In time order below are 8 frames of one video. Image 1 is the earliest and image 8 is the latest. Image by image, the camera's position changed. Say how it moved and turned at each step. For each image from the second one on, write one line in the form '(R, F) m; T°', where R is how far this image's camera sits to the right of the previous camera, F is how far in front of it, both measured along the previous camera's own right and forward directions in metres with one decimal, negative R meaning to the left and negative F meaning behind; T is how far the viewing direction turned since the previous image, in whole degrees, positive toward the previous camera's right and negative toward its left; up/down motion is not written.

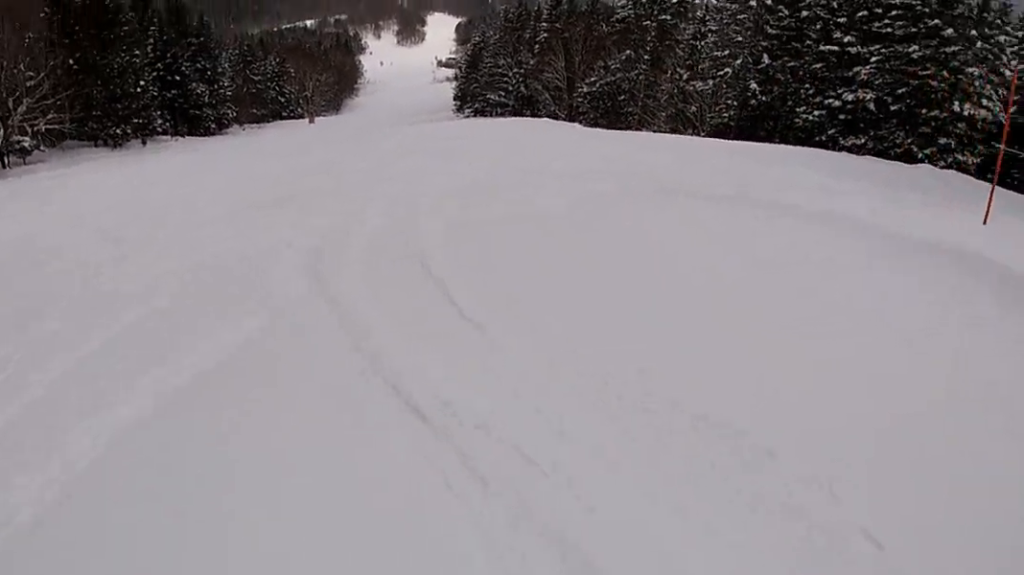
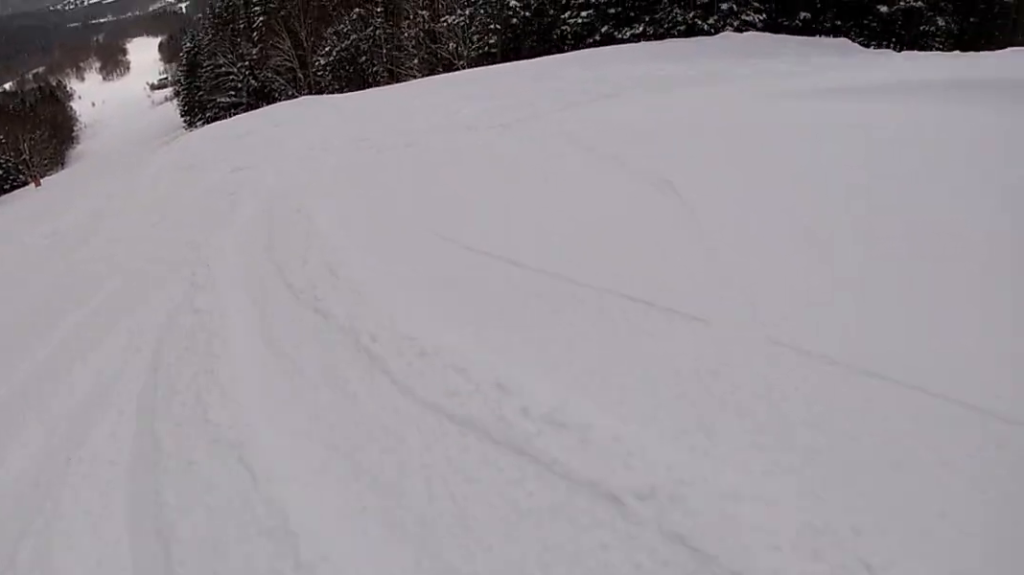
(+0.1, +6.6) m; +14°
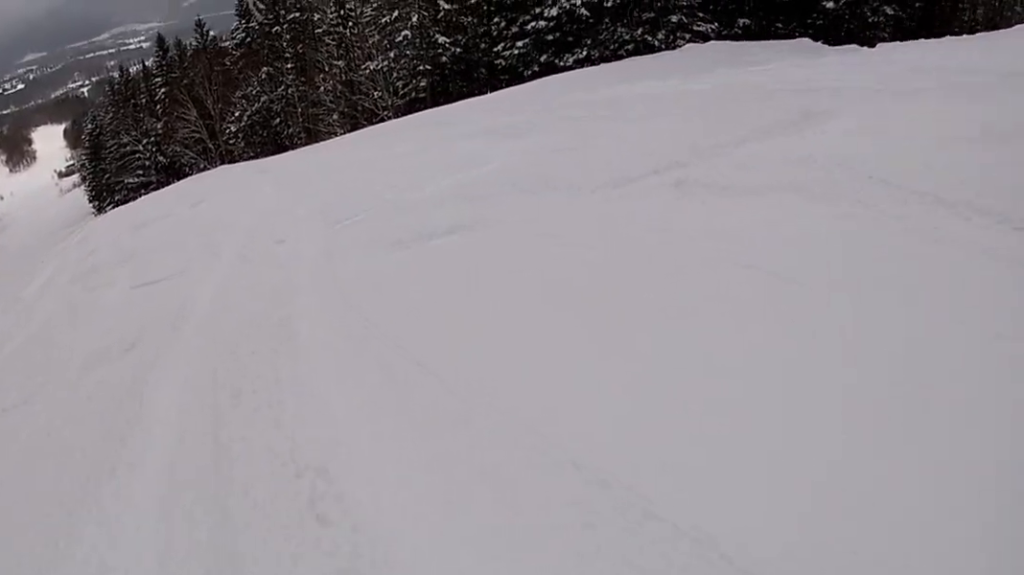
(+1.0, +4.9) m; +4°
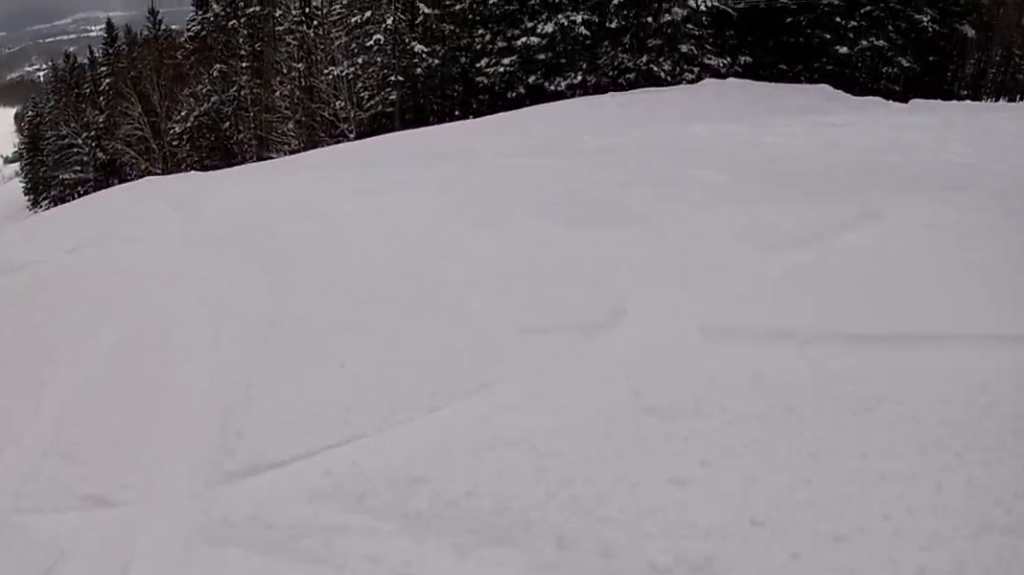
(+0.2, +5.0) m; -8°
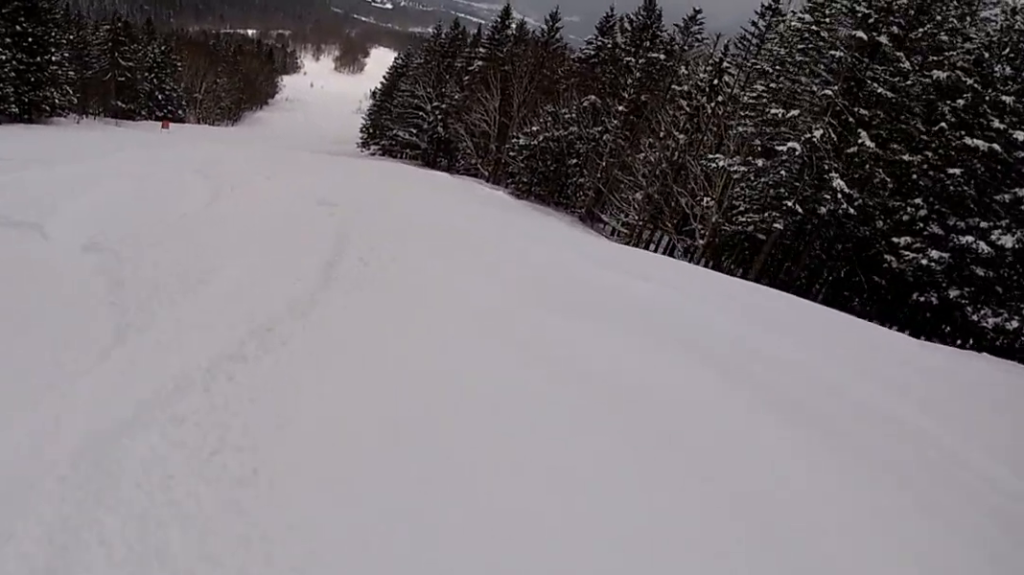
(-1.7, +6.8) m; -28°
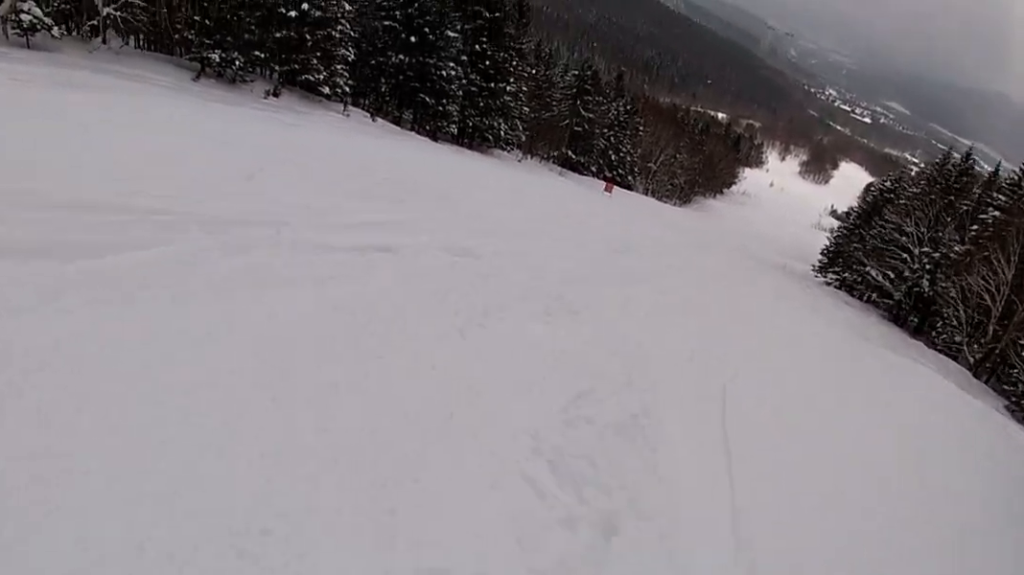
(-2.3, +7.3) m; -40°
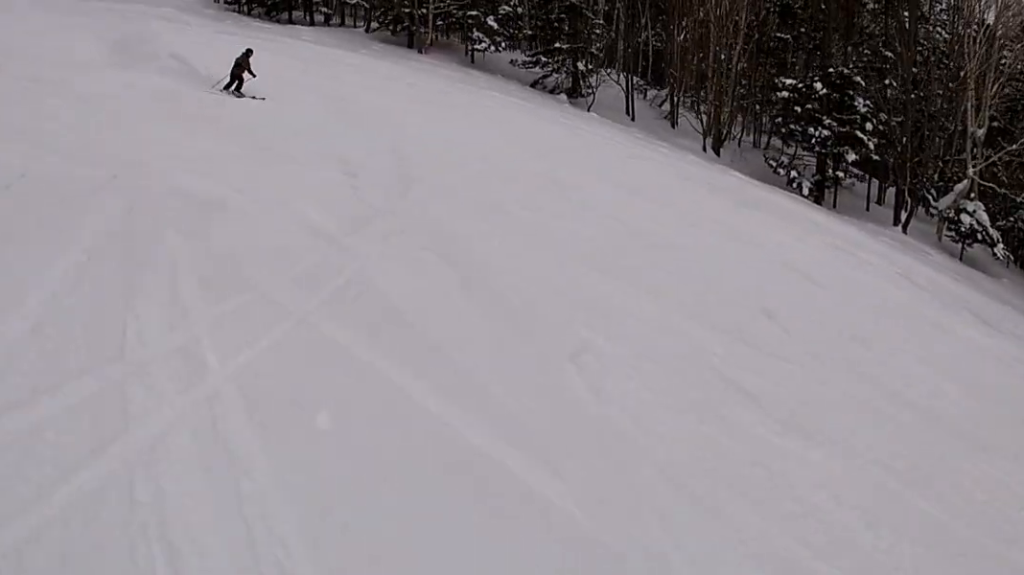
(-1.9, +6.6) m; -9°
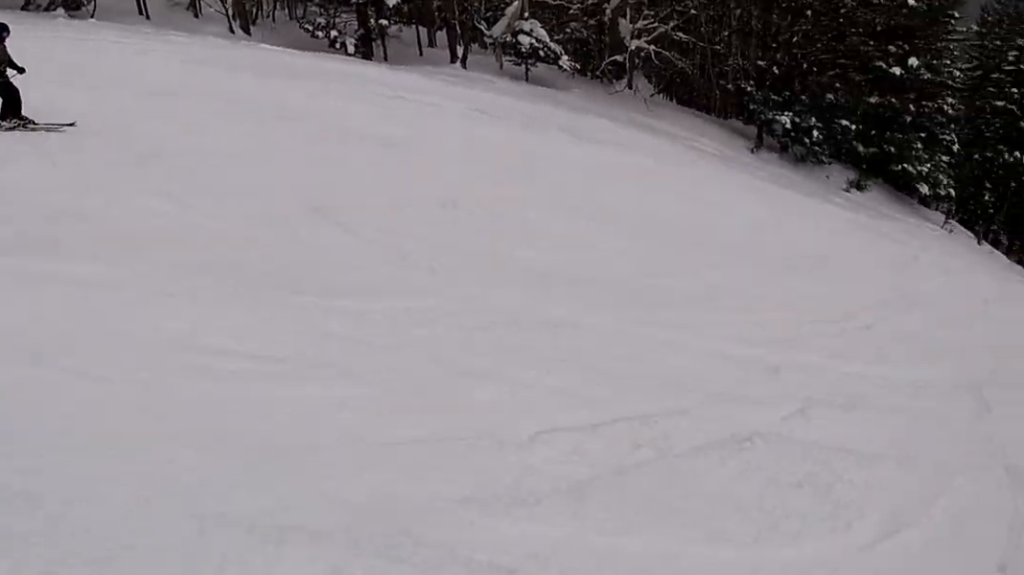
(+0.7, +3.8) m; +24°
